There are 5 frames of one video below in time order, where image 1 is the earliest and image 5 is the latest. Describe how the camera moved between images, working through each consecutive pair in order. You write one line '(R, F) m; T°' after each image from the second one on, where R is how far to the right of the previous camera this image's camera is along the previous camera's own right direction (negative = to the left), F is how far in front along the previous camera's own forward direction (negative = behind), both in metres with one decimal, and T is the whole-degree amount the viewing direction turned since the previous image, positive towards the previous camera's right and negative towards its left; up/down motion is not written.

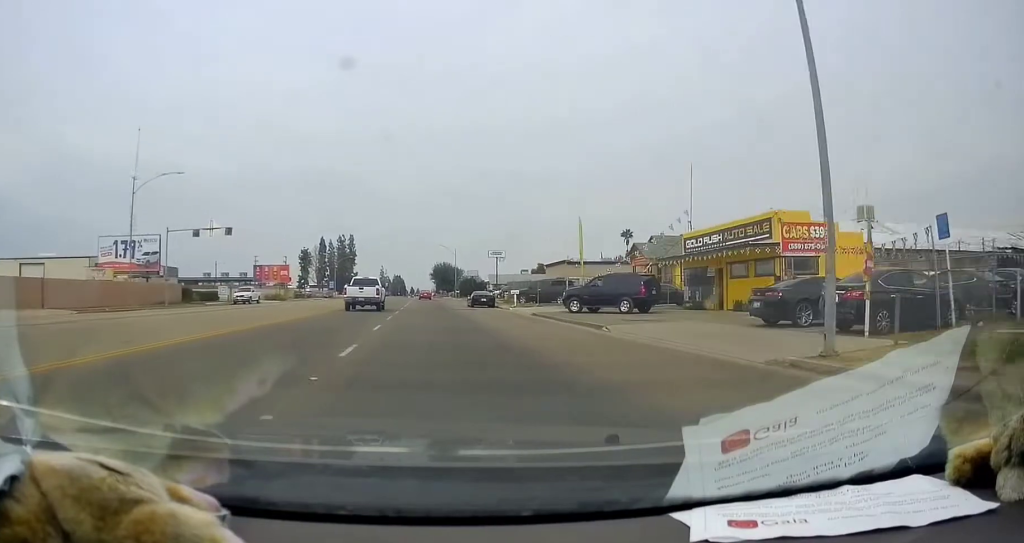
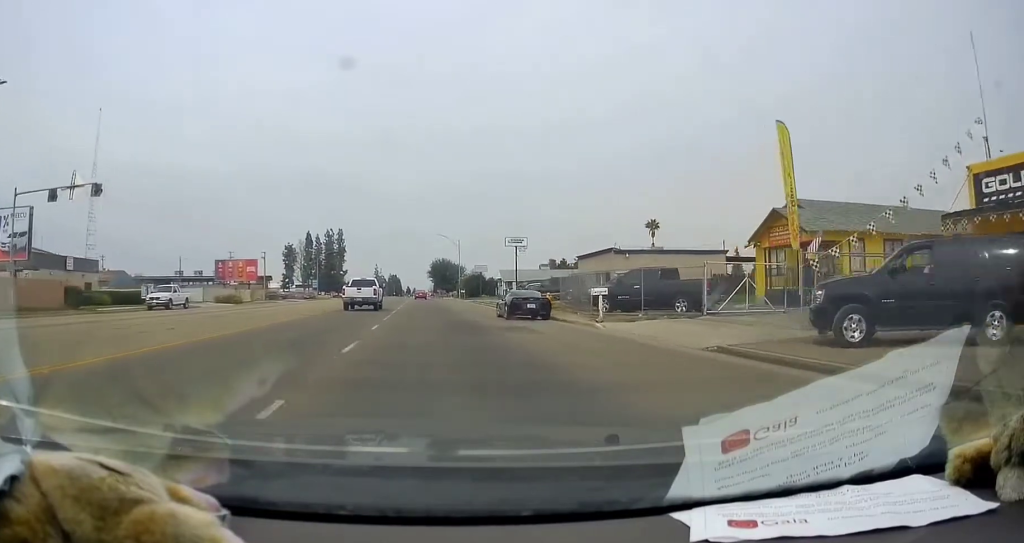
(-1.0, +21.1) m; -1°
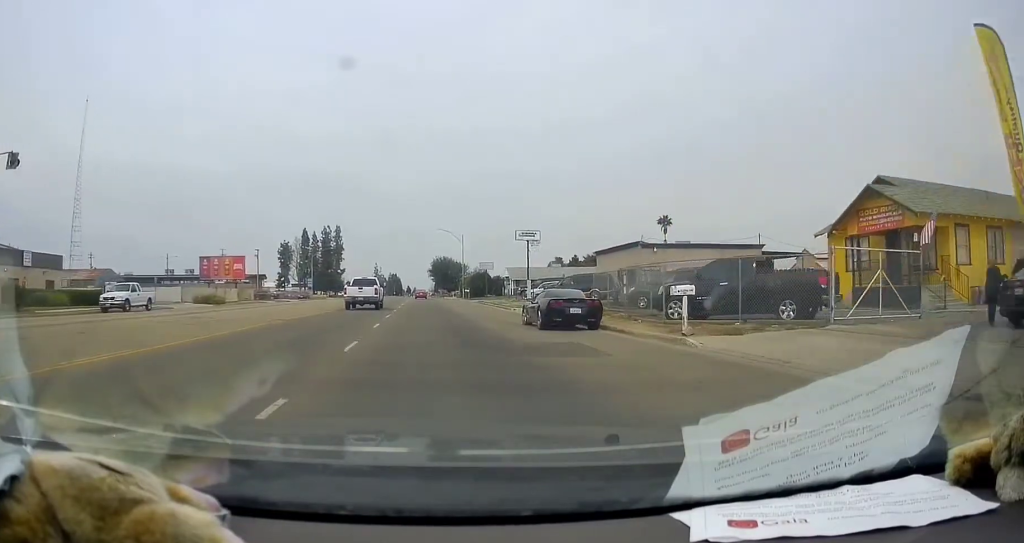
(+0.3, +6.7) m; +1°
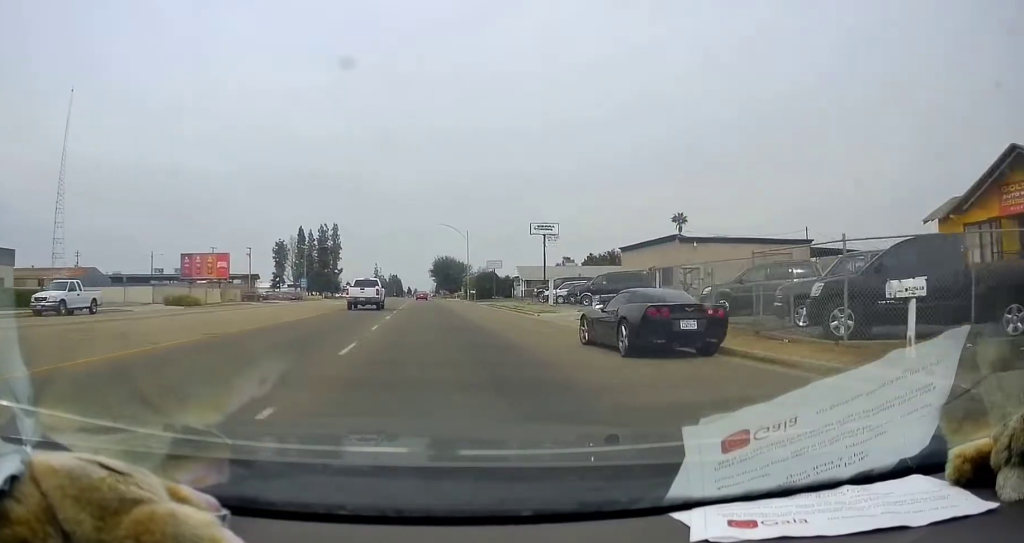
(+0.2, +7.8) m; +1°
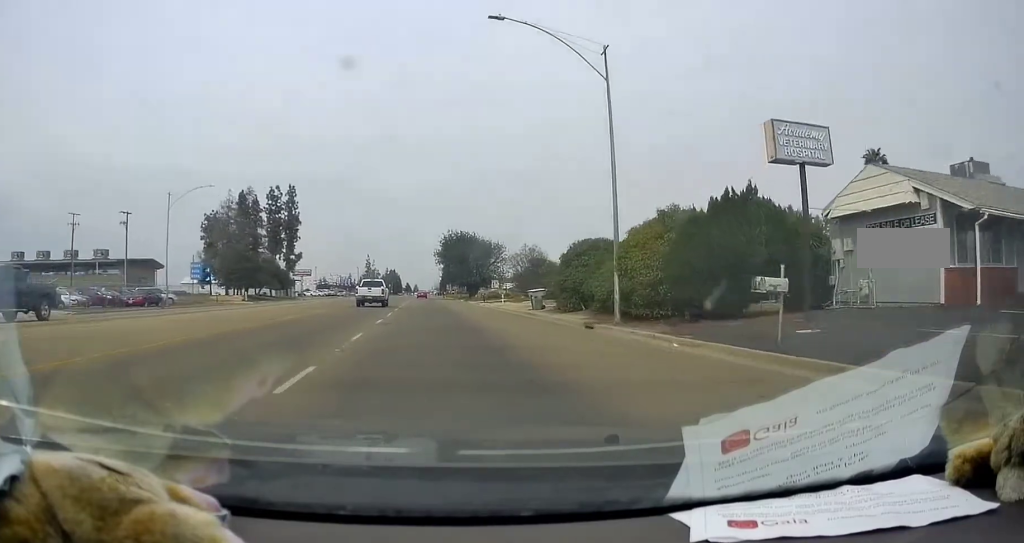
(+1.9, +62.6) m; 0°
